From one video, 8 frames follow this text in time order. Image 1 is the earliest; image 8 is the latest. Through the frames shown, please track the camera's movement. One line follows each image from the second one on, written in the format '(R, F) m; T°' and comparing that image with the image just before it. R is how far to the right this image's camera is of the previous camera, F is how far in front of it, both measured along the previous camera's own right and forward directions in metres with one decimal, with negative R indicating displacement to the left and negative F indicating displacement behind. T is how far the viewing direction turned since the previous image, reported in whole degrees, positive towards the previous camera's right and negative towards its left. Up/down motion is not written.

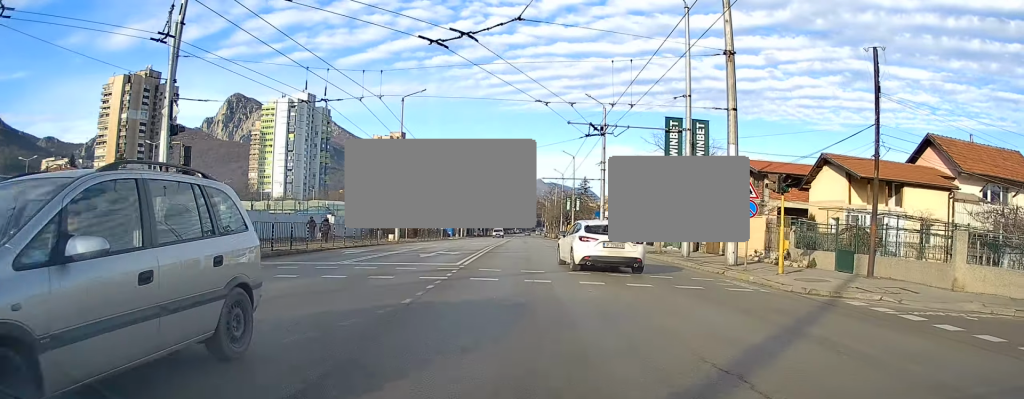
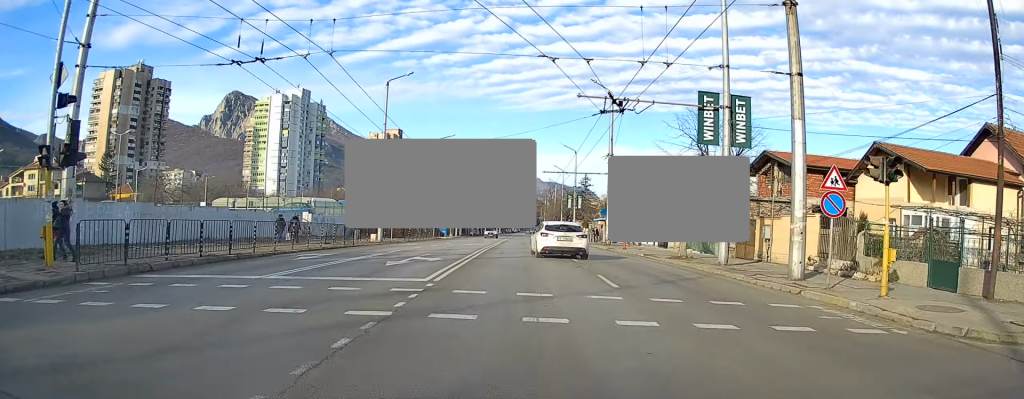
(-0.1, +5.6) m; -3°
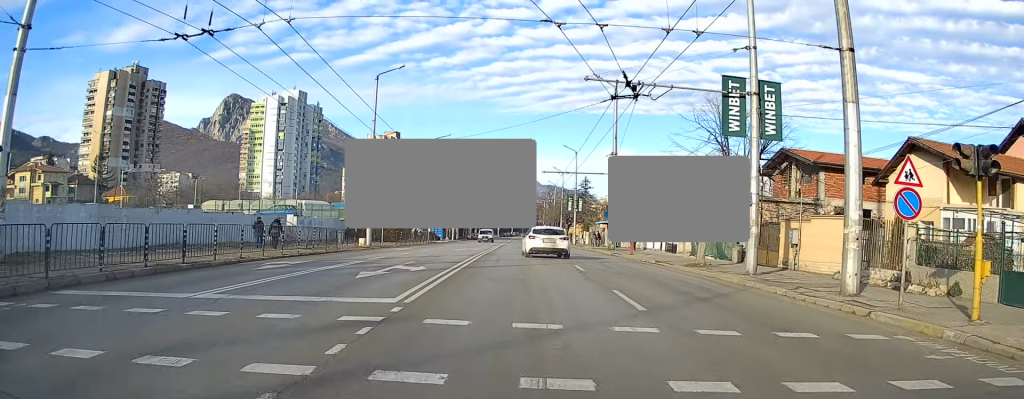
(-0.1, +3.3) m; -1°
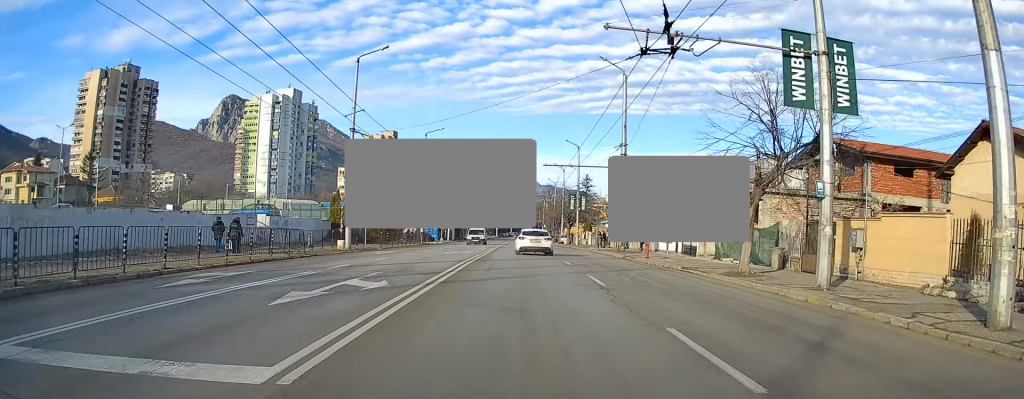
(-0.2, +5.0) m; -1°
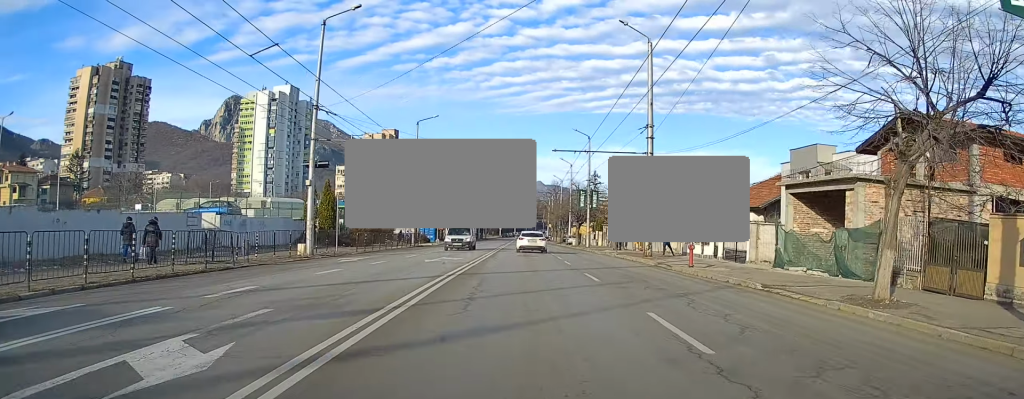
(+0.1, +8.0) m; +4°
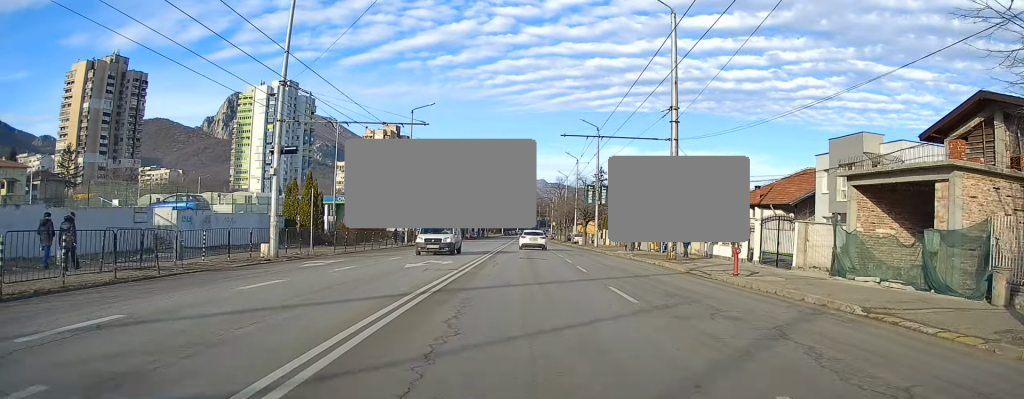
(+0.1, +4.7) m; +1°
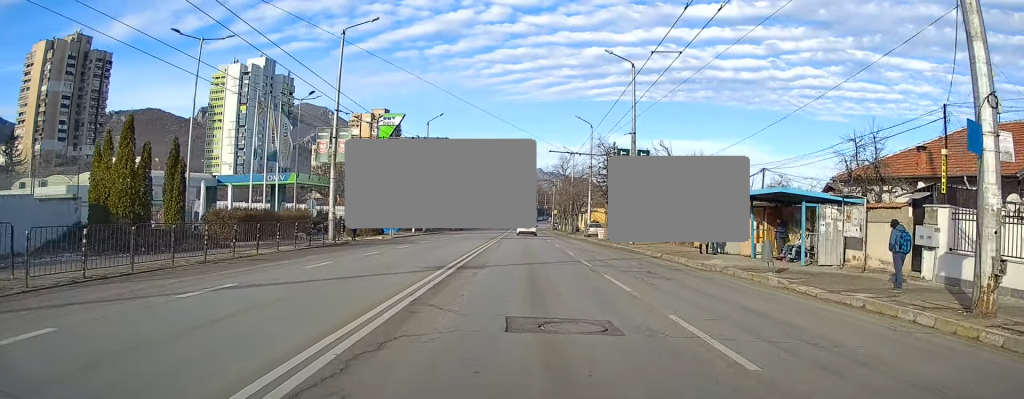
(+0.1, +21.1) m; 0°
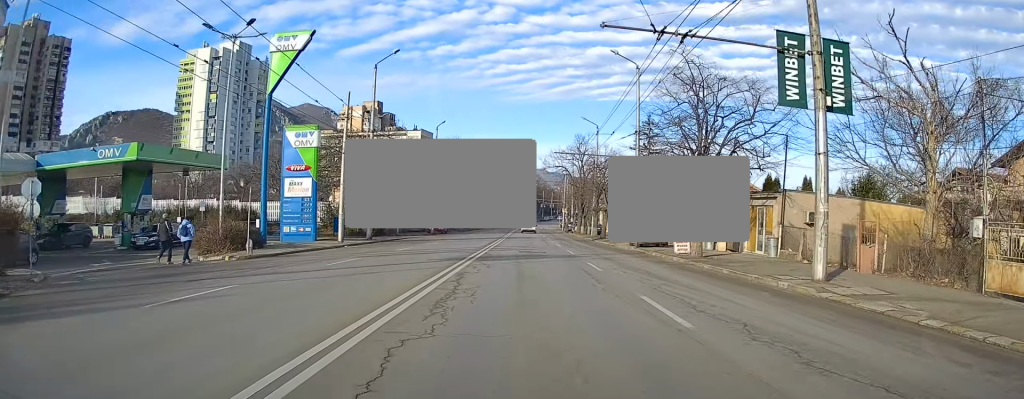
(+1.0, +25.5) m; +3°
